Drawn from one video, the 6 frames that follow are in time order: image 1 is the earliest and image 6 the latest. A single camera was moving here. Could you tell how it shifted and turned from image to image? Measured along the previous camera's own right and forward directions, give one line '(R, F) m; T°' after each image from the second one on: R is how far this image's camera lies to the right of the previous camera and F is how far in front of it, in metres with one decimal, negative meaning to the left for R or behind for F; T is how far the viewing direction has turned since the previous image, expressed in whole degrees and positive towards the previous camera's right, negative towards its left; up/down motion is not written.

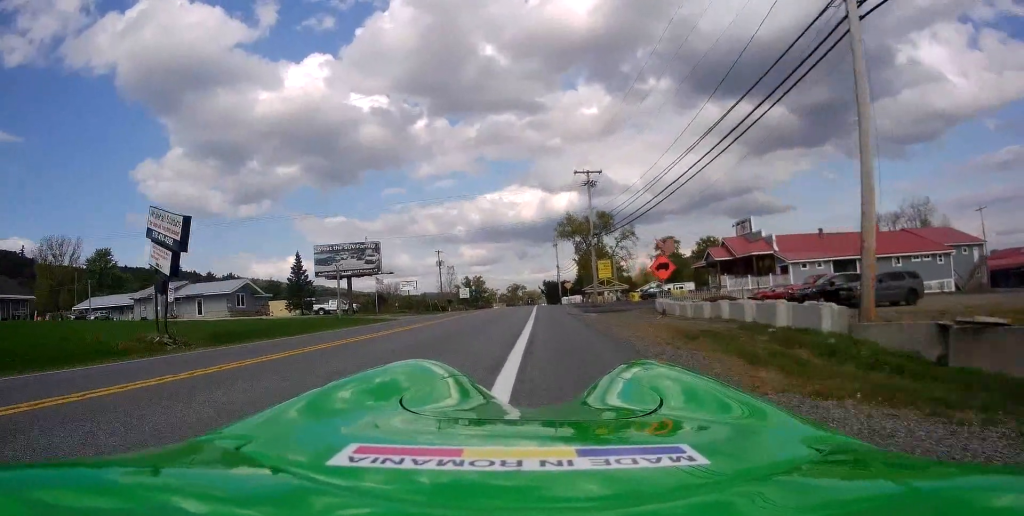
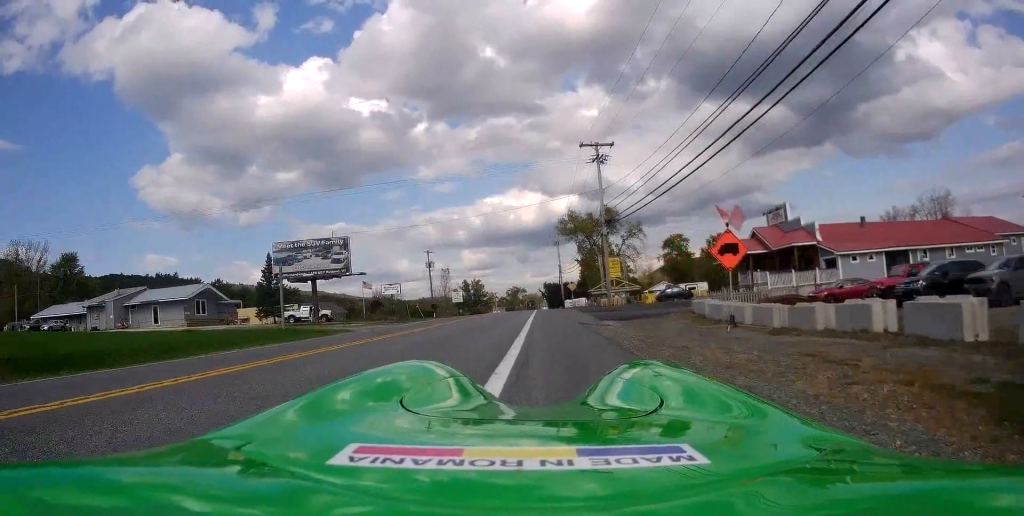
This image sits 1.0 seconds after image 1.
(+0.1, +10.3) m; +1°
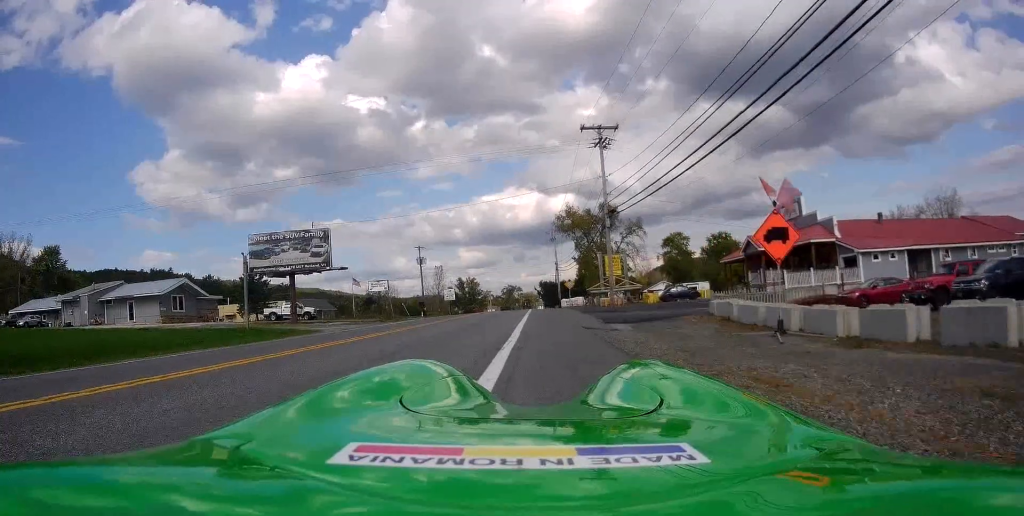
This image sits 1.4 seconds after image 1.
(0.0, +4.3) m; 0°
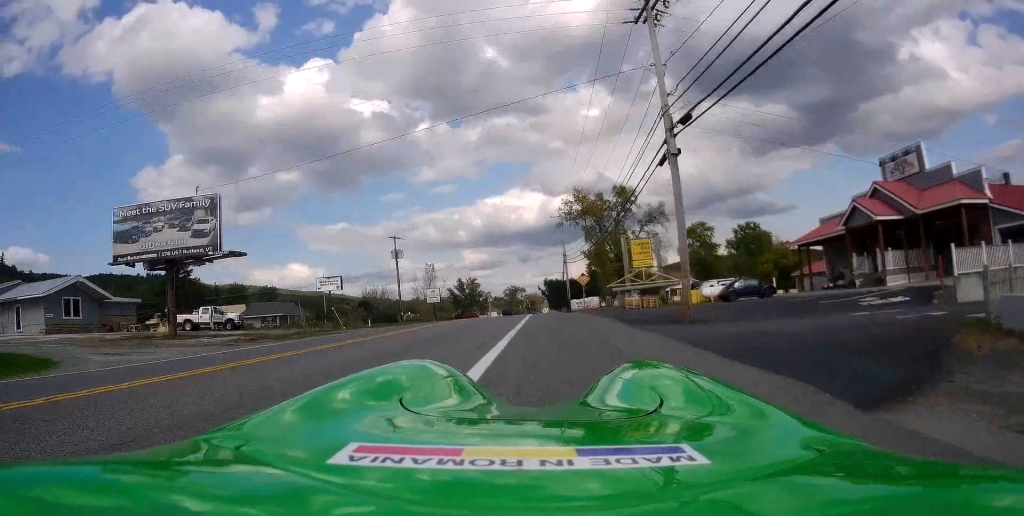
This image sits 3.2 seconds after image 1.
(-0.6, +18.0) m; 0°
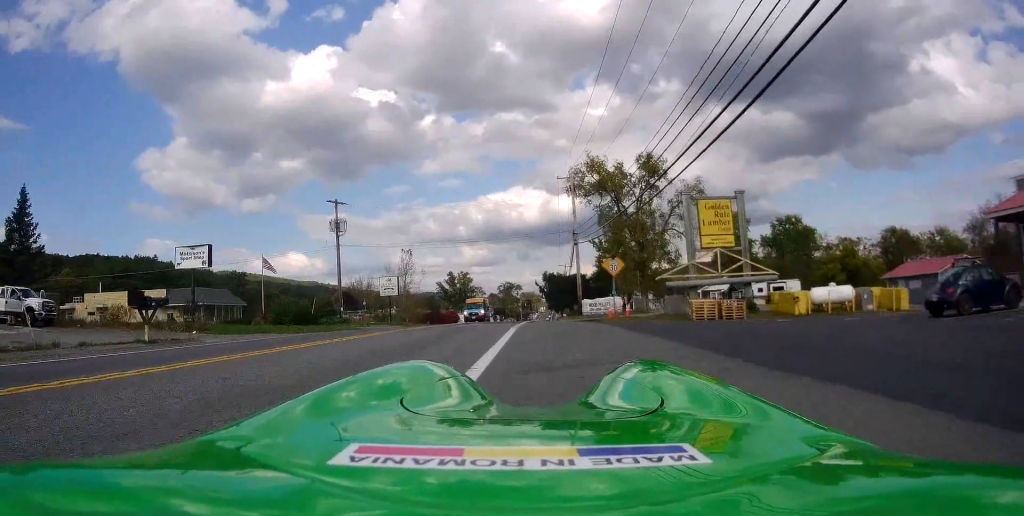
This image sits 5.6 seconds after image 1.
(+0.2, +22.2) m; -2°
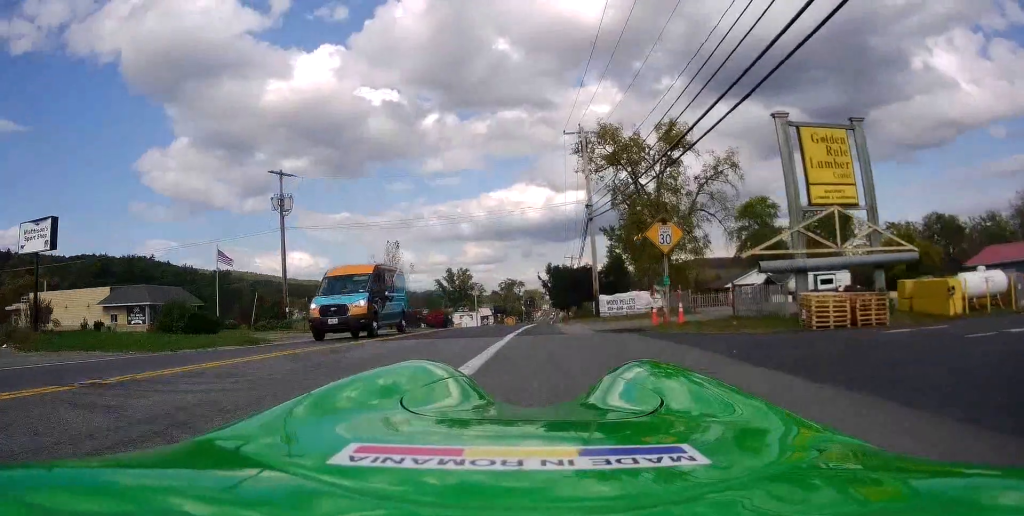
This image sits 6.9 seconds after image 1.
(0.0, +12.6) m; 0°
